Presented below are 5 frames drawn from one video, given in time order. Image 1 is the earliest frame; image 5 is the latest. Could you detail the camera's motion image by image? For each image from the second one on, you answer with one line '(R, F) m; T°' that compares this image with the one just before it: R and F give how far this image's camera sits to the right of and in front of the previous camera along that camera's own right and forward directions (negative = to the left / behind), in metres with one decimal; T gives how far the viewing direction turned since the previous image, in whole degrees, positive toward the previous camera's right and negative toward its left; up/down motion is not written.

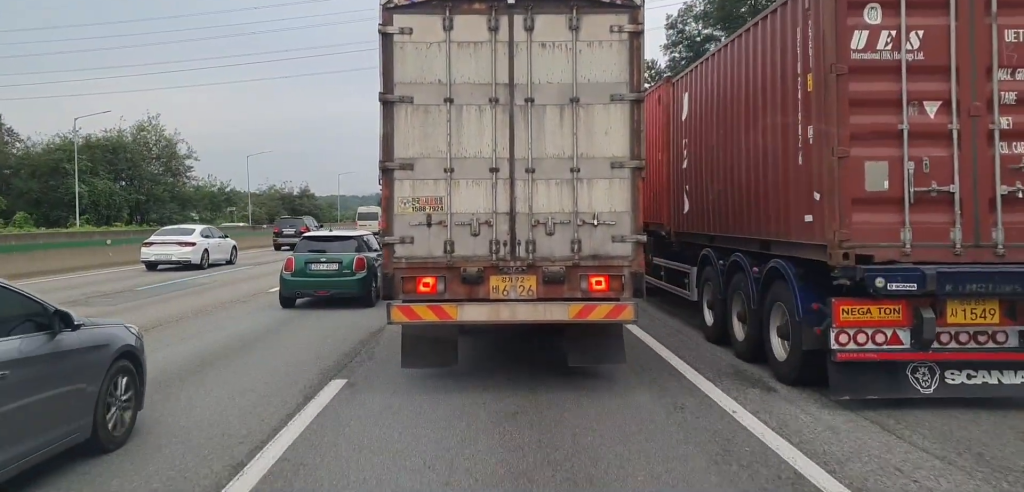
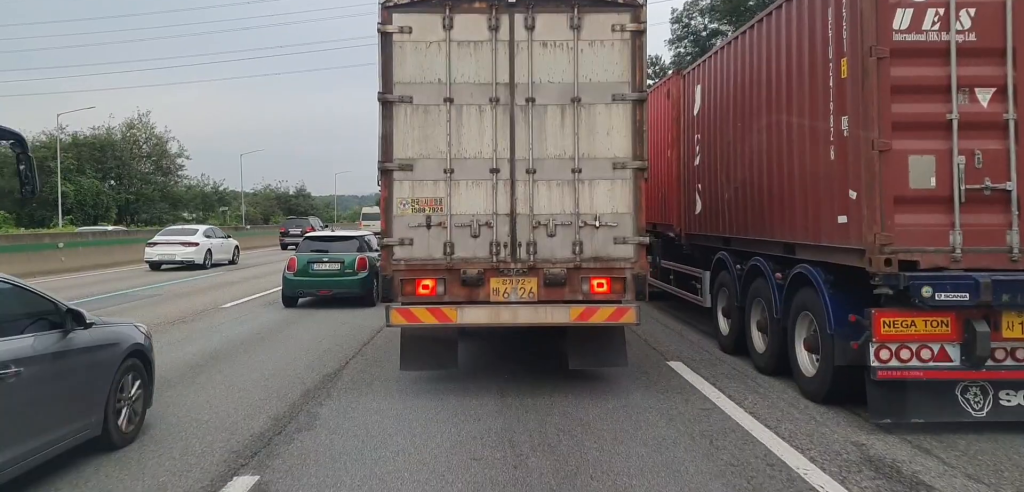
(-0.1, +3.3) m; 0°
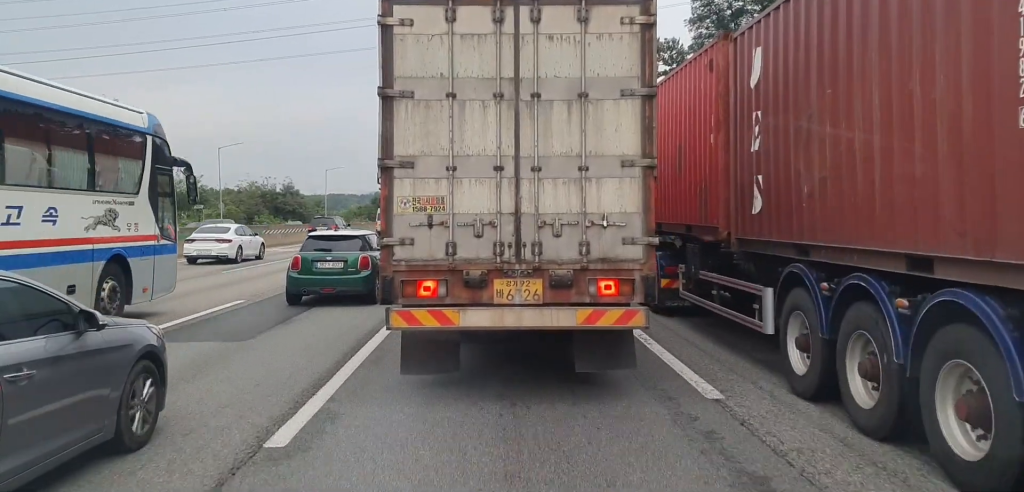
(+0.4, +9.8) m; +3°
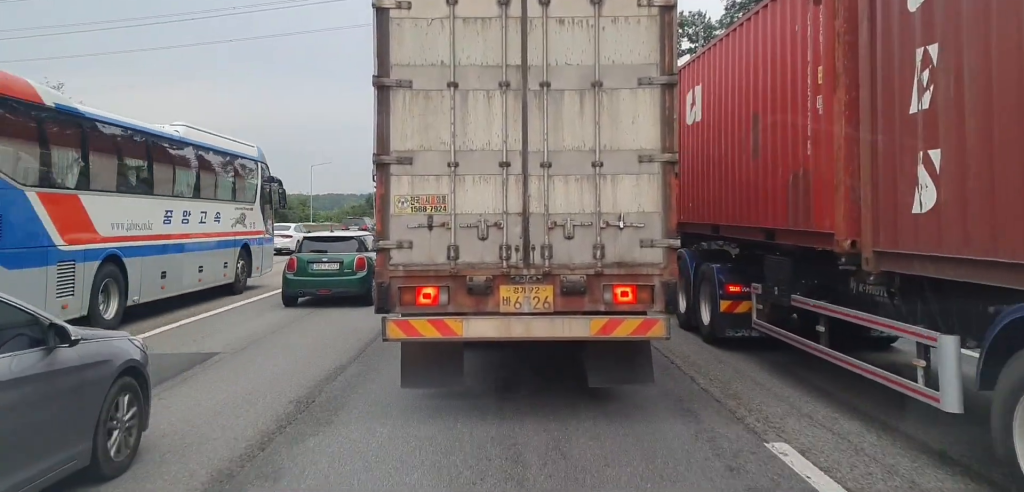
(+0.2, +12.9) m; +1°
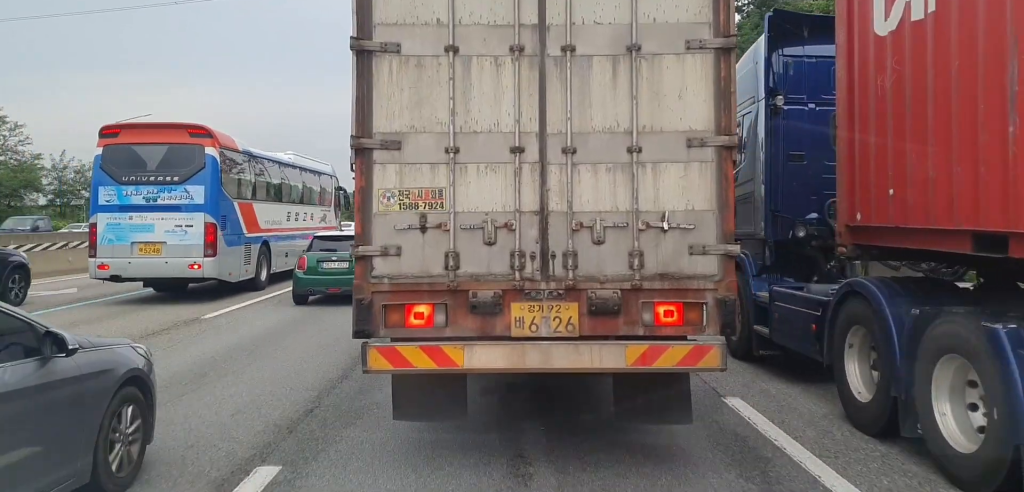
(-0.3, +17.3) m; -3°
